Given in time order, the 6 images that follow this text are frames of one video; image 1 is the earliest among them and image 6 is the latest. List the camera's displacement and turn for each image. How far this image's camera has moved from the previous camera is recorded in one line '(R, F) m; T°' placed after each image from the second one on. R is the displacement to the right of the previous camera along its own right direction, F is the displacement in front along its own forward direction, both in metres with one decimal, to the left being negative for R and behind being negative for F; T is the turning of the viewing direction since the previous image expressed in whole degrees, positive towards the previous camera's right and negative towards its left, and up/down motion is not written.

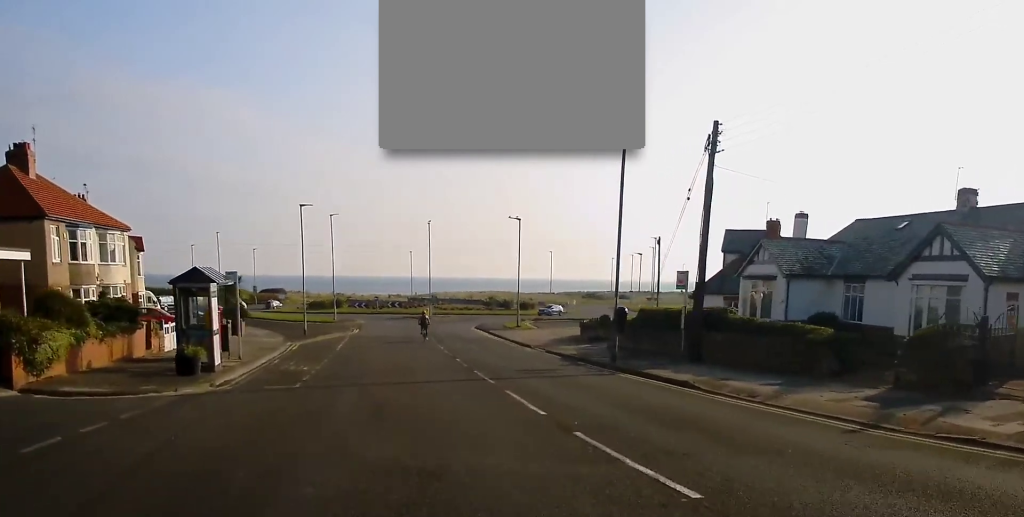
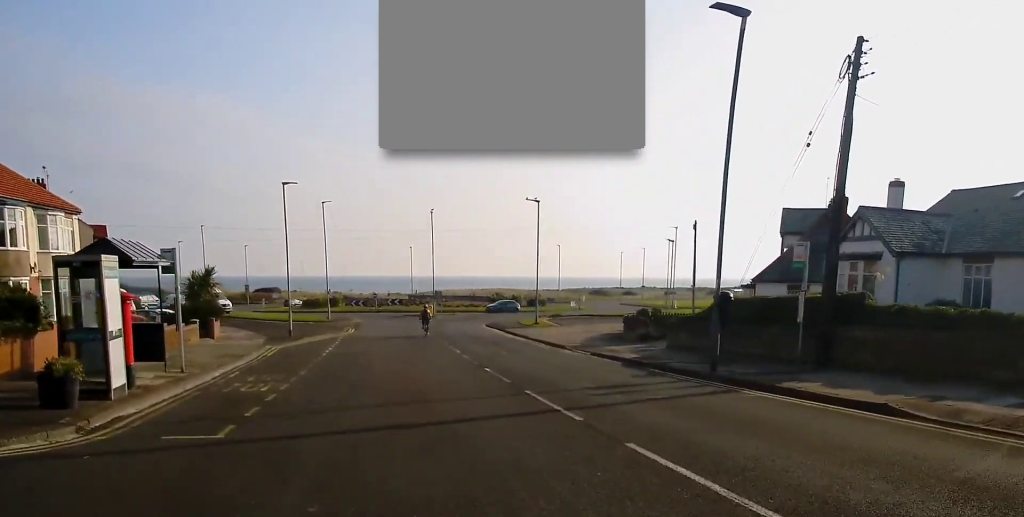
(+0.1, +7.6) m; 0°
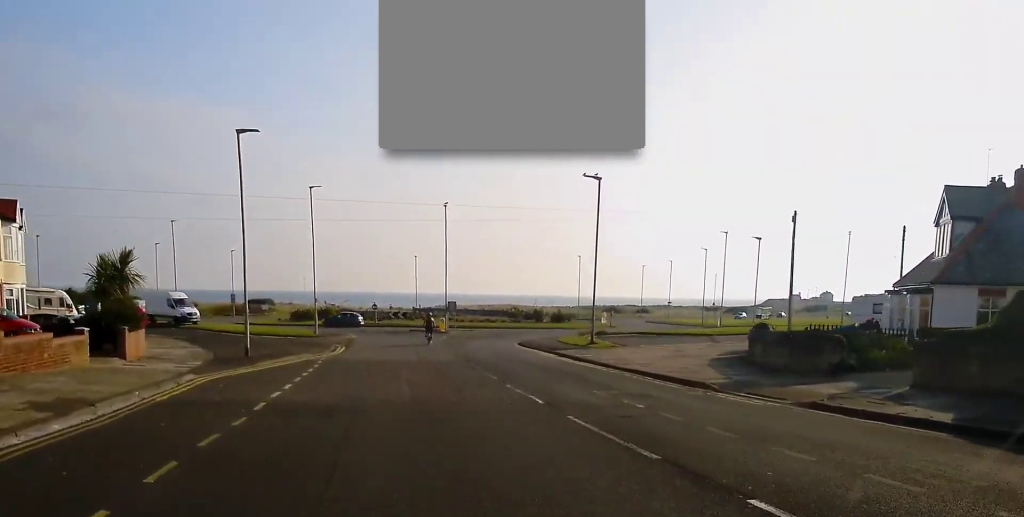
(0.0, +14.2) m; 0°
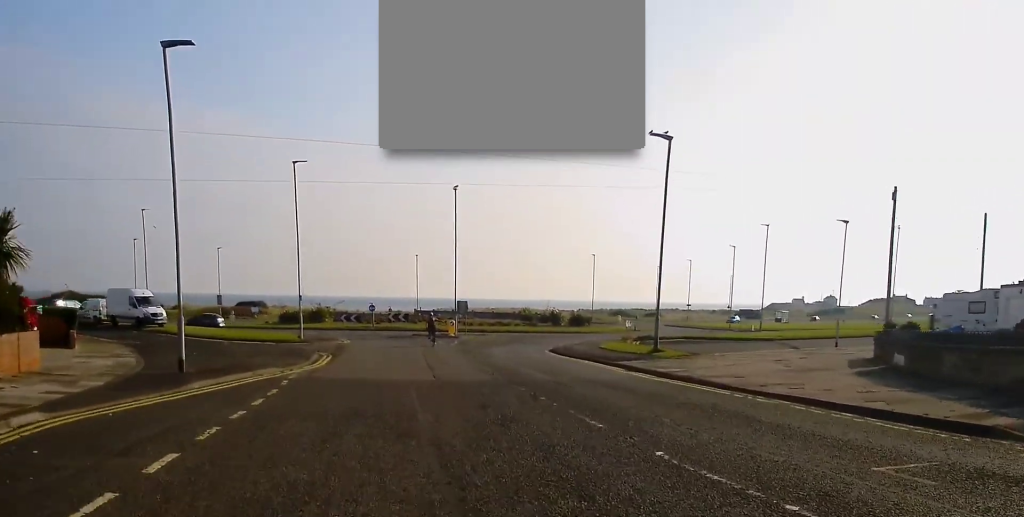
(-0.1, +9.7) m; -1°
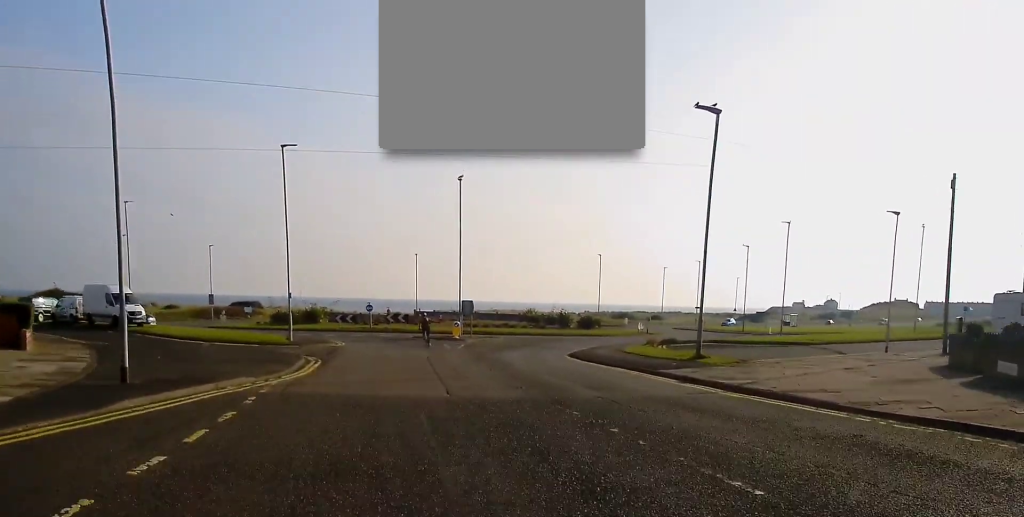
(0.0, +4.4) m; 0°
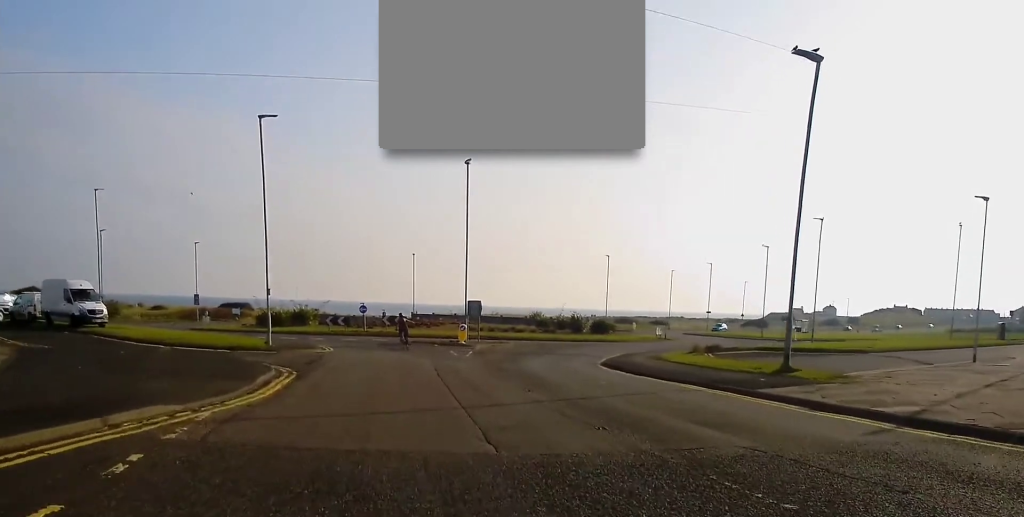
(0.0, +6.4) m; 0°
